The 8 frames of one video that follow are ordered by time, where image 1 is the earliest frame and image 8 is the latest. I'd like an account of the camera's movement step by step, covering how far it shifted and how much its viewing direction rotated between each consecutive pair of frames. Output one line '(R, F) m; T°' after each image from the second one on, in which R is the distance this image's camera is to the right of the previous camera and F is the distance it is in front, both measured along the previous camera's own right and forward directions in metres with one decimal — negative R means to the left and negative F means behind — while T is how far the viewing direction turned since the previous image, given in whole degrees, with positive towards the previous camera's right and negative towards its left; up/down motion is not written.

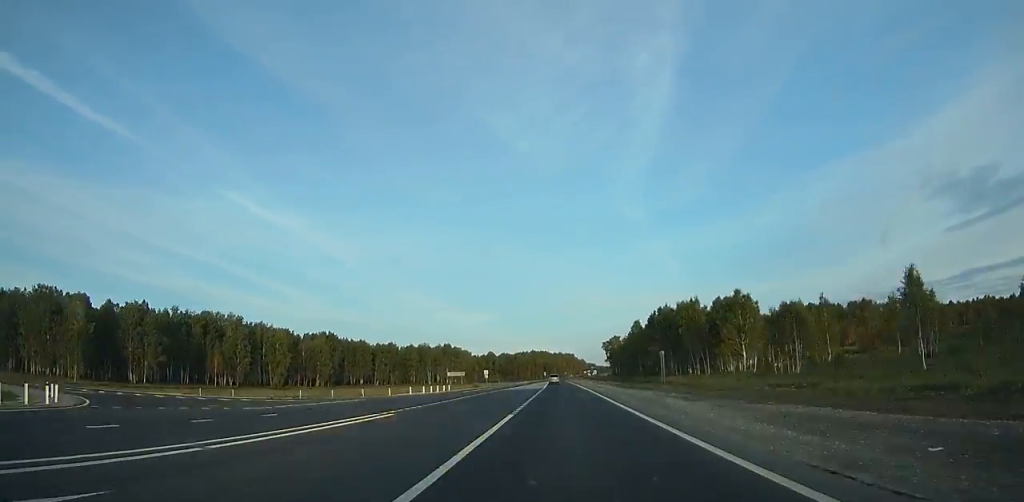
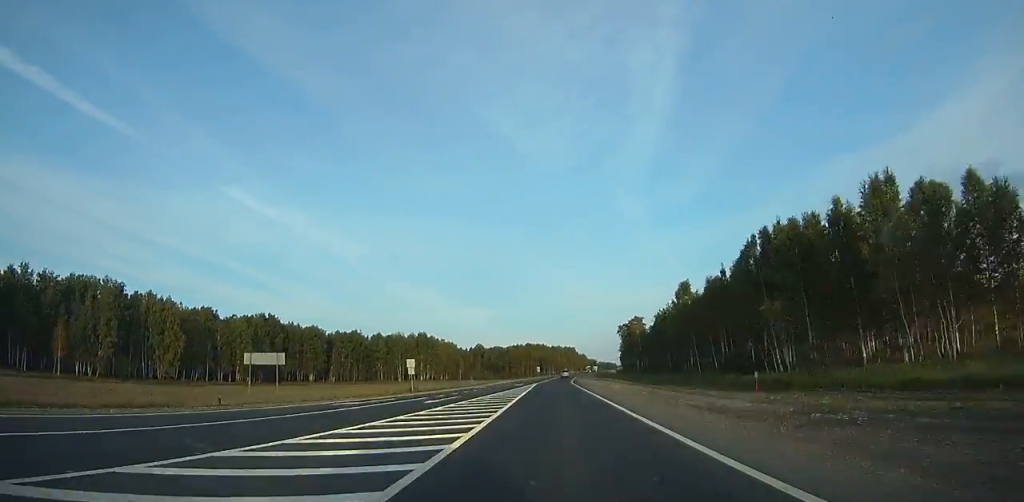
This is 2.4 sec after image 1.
(0.0, +66.3) m; 0°
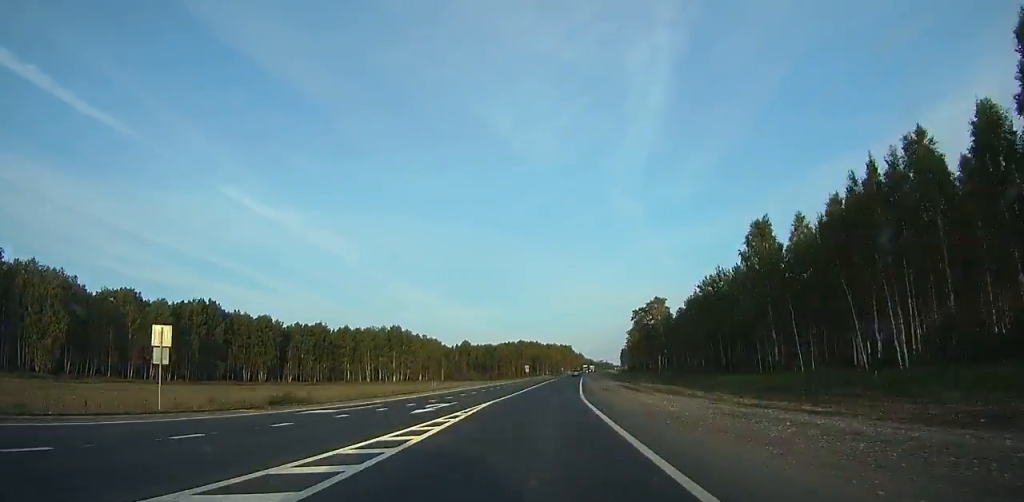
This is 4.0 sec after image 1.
(-0.2, +44.7) m; 0°
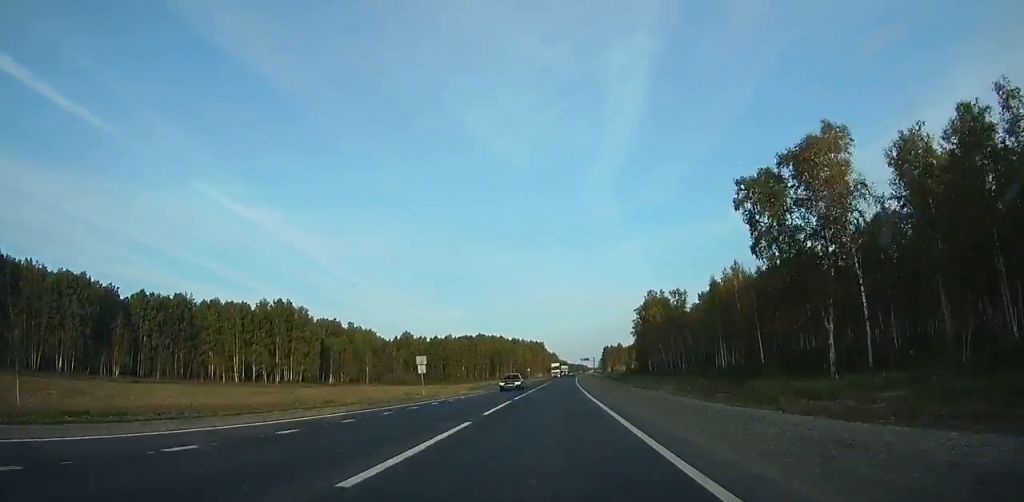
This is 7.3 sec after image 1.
(+0.8, +93.0) m; +2°
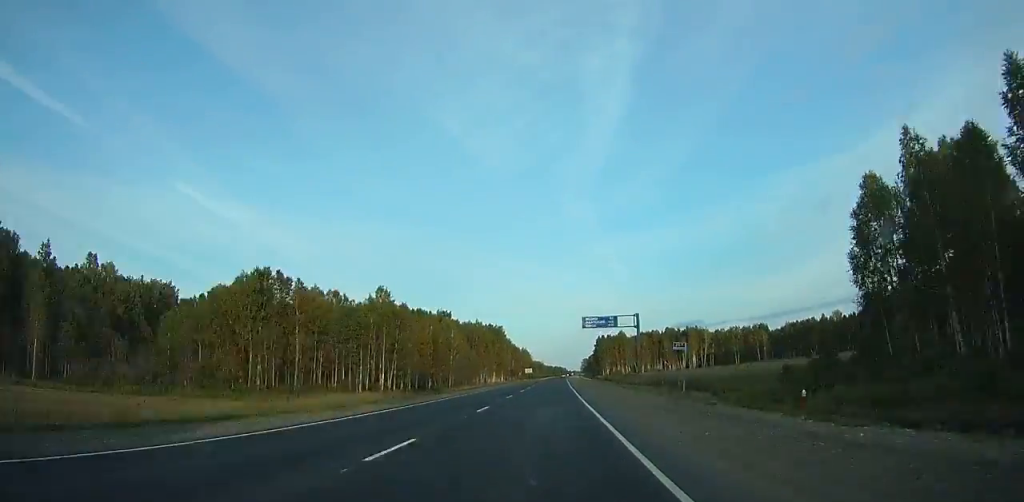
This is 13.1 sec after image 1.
(+4.6, +158.9) m; +3°
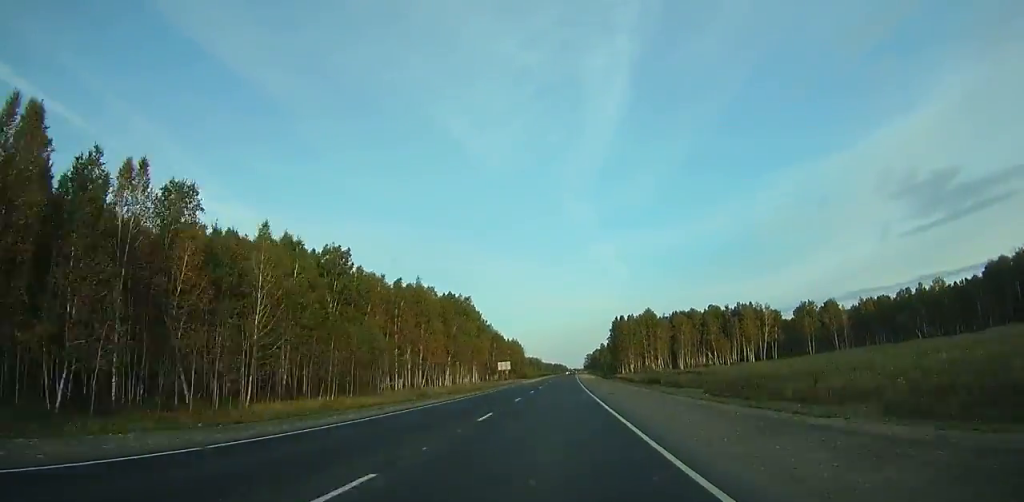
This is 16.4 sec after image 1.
(+0.5, +88.1) m; +1°
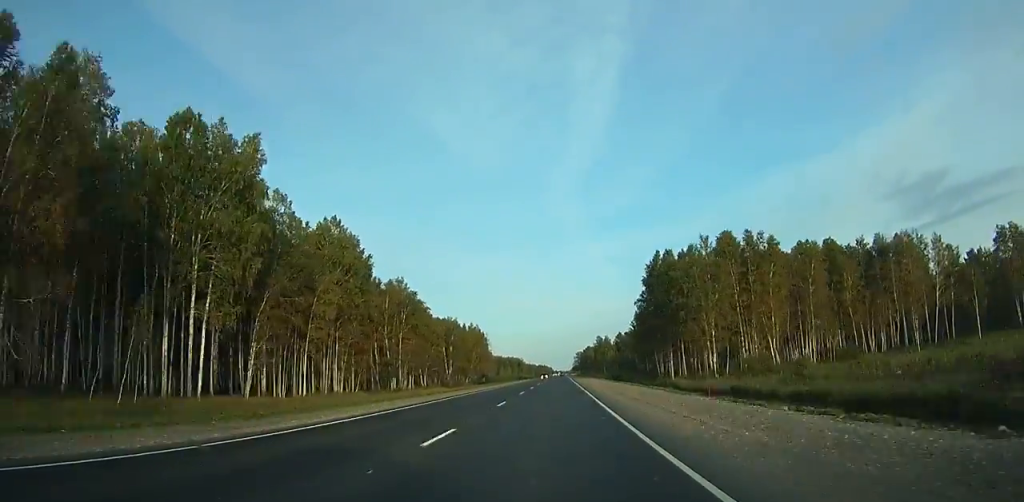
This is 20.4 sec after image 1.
(+0.9, +111.4) m; +1°
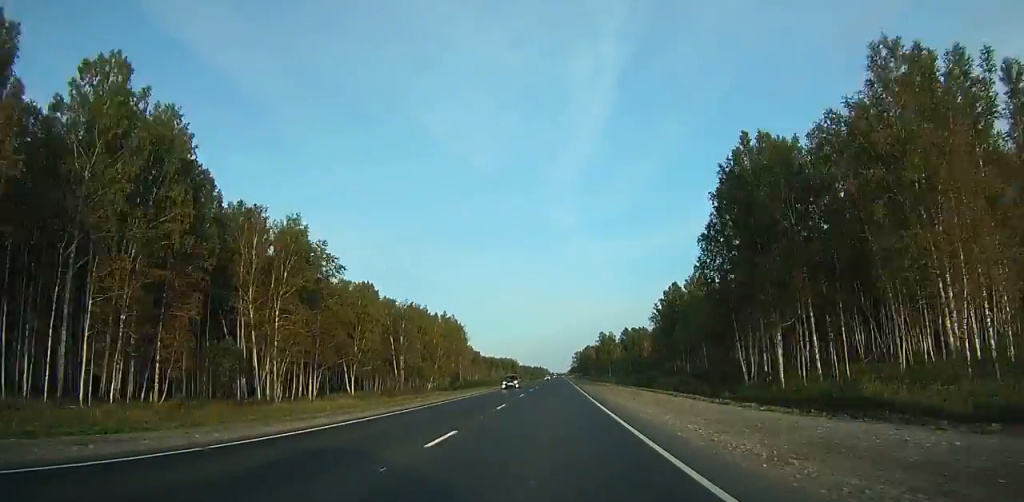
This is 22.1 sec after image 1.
(+0.3, +49.0) m; 0°
